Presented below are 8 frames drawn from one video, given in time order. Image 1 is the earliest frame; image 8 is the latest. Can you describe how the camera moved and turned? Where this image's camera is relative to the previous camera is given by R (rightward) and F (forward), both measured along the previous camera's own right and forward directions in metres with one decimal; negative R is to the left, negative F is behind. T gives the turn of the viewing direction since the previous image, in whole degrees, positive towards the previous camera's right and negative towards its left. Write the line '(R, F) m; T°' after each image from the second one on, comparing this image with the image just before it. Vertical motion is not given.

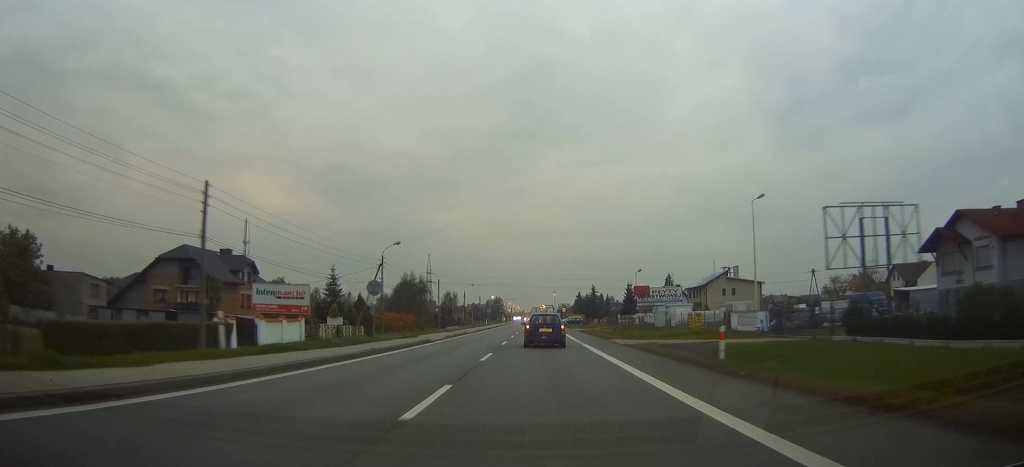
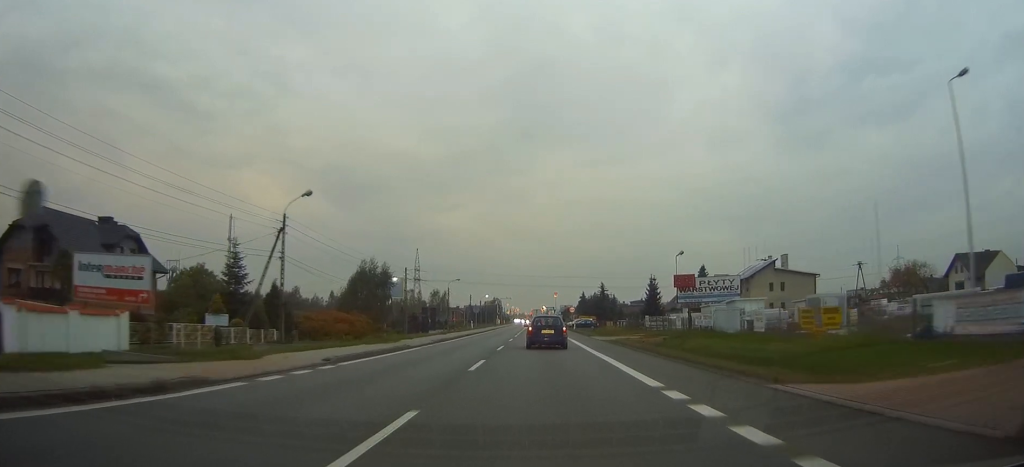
(0.0, +26.5) m; 0°
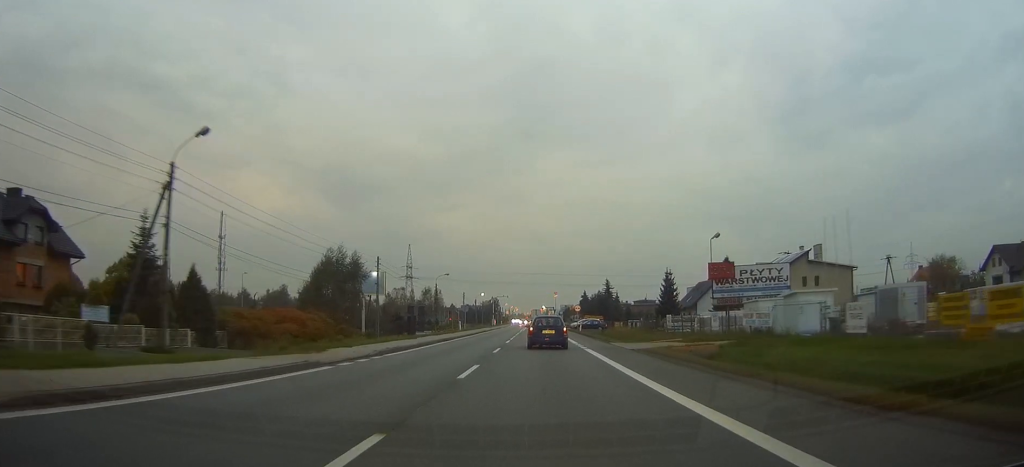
(0.0, +13.6) m; 0°
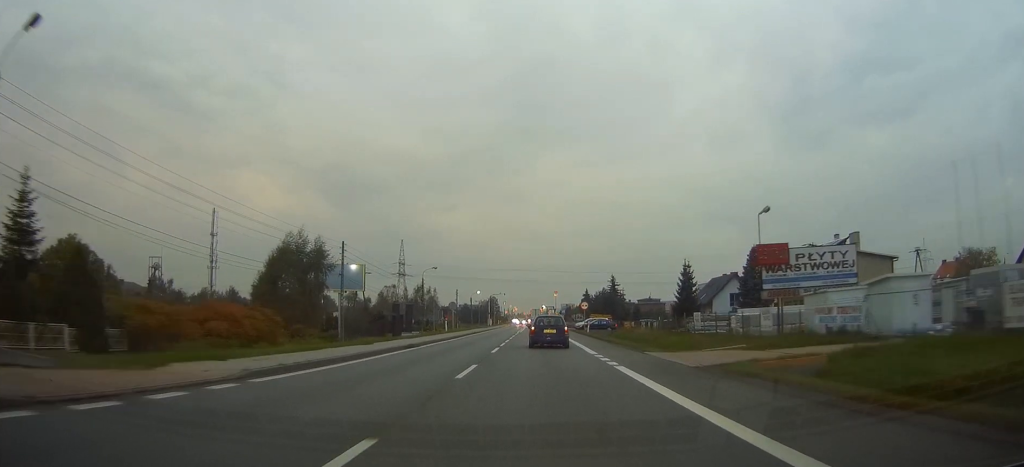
(0.0, +11.8) m; 0°
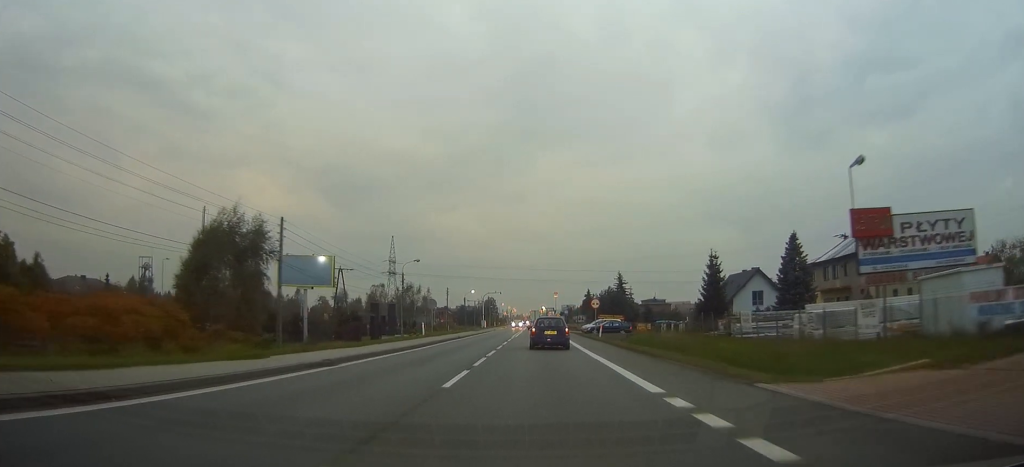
(0.0, +13.0) m; 0°
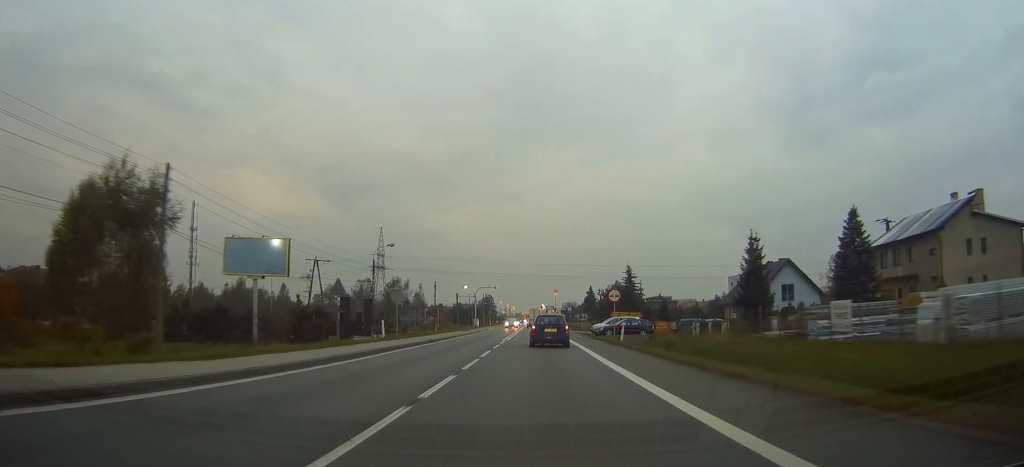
(-0.1, +13.6) m; 0°
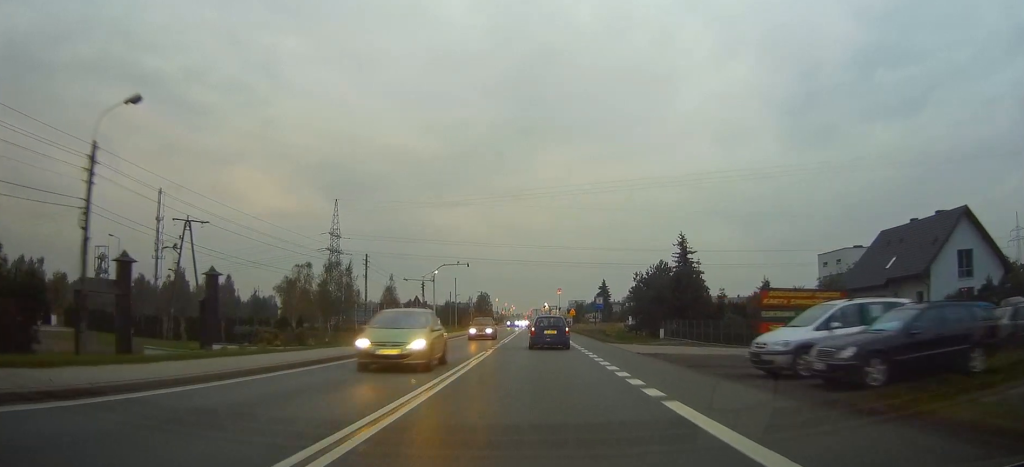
(+0.2, +43.6) m; 0°
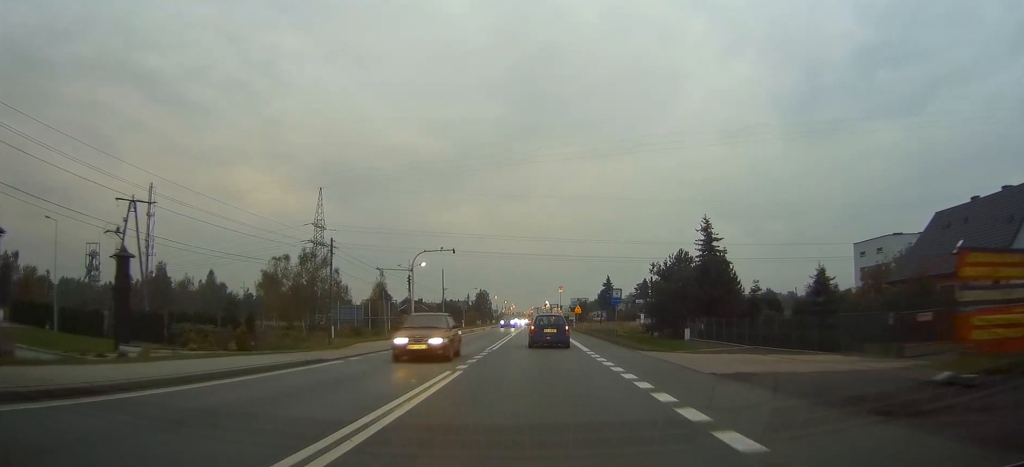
(0.0, +11.1) m; 0°
